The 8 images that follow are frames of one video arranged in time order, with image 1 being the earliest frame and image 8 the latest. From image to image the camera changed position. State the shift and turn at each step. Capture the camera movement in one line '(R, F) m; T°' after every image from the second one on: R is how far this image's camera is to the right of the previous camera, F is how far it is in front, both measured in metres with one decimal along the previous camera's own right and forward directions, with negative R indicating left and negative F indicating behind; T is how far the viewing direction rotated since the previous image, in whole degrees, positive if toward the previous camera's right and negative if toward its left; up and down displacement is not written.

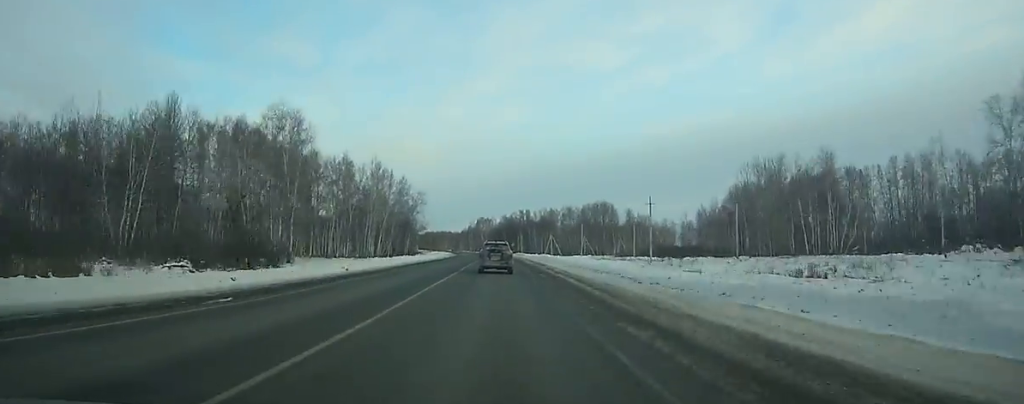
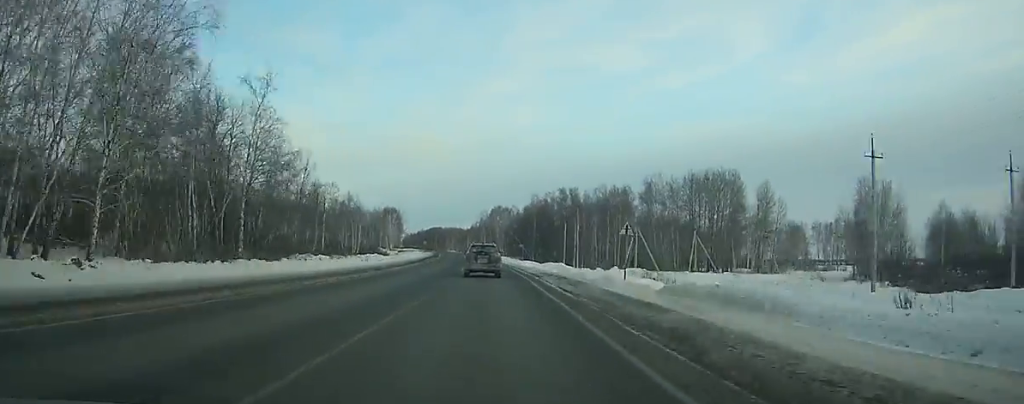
(-2.0, +114.3) m; -3°
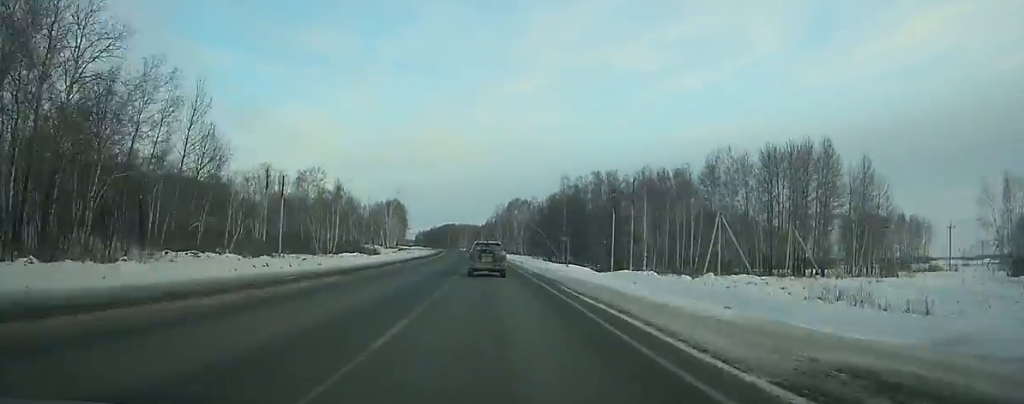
(0.0, +33.6) m; -1°
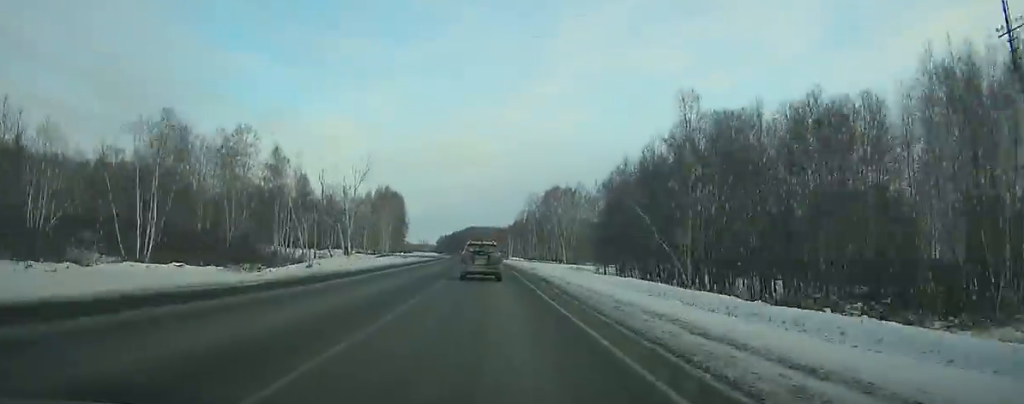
(-1.5, +64.1) m; -2°
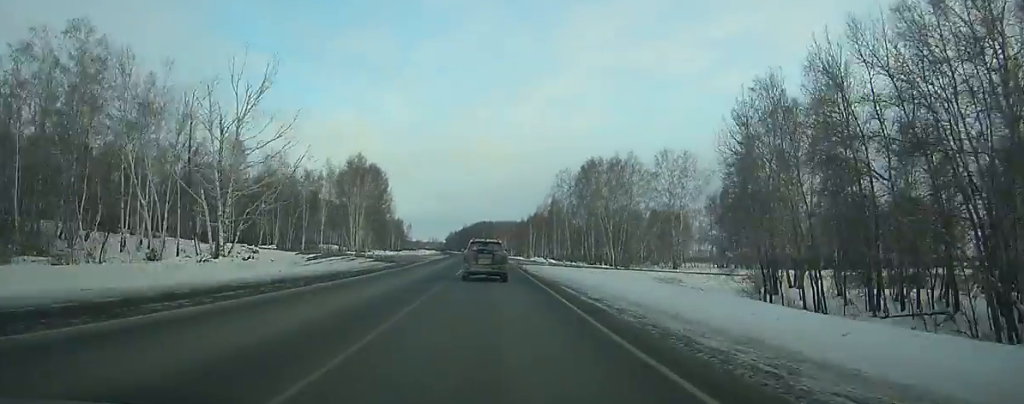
(-0.7, +48.0) m; -1°
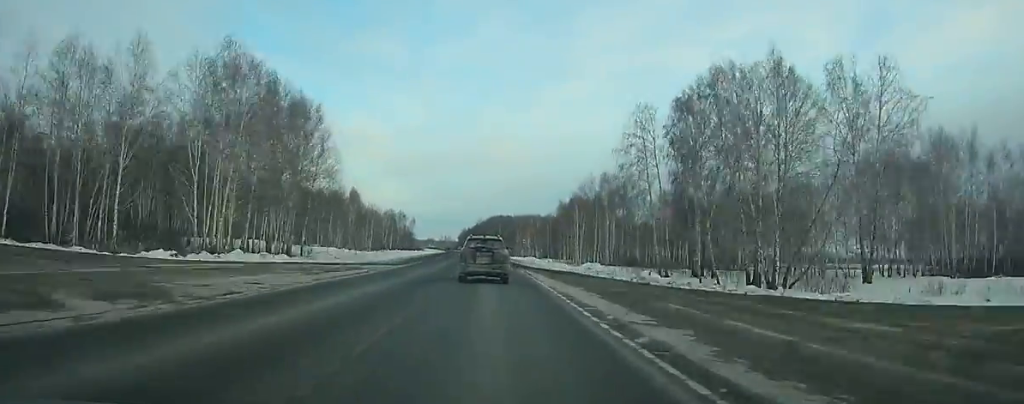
(-0.8, +62.5) m; -2°
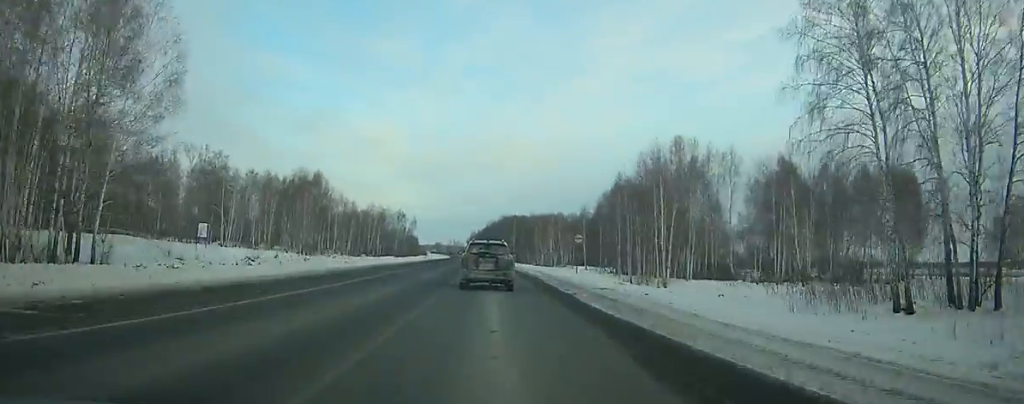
(-0.4, +44.3) m; -1°
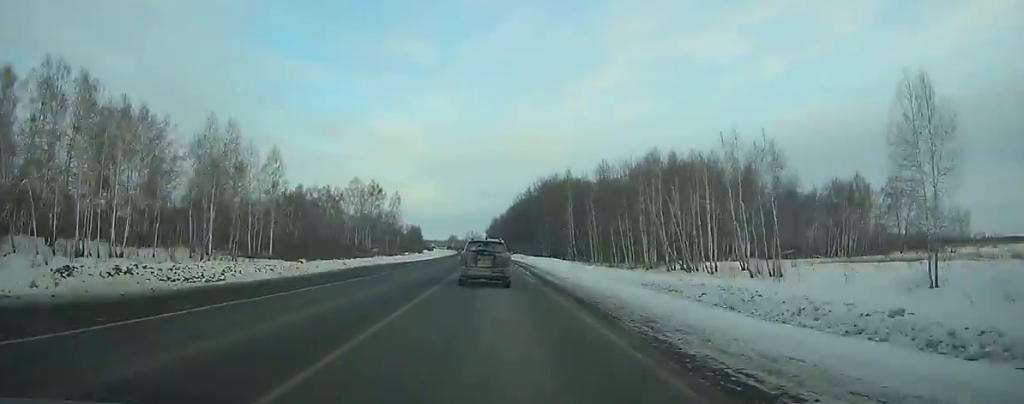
(-2.4, +113.7) m; -2°
